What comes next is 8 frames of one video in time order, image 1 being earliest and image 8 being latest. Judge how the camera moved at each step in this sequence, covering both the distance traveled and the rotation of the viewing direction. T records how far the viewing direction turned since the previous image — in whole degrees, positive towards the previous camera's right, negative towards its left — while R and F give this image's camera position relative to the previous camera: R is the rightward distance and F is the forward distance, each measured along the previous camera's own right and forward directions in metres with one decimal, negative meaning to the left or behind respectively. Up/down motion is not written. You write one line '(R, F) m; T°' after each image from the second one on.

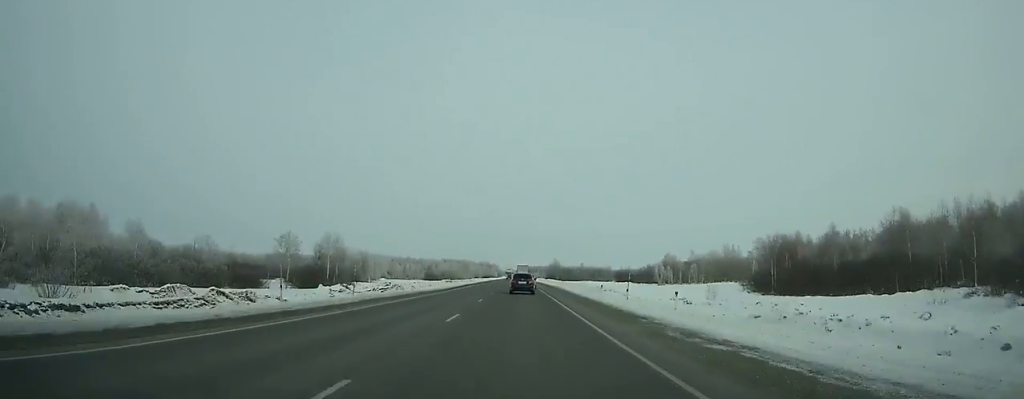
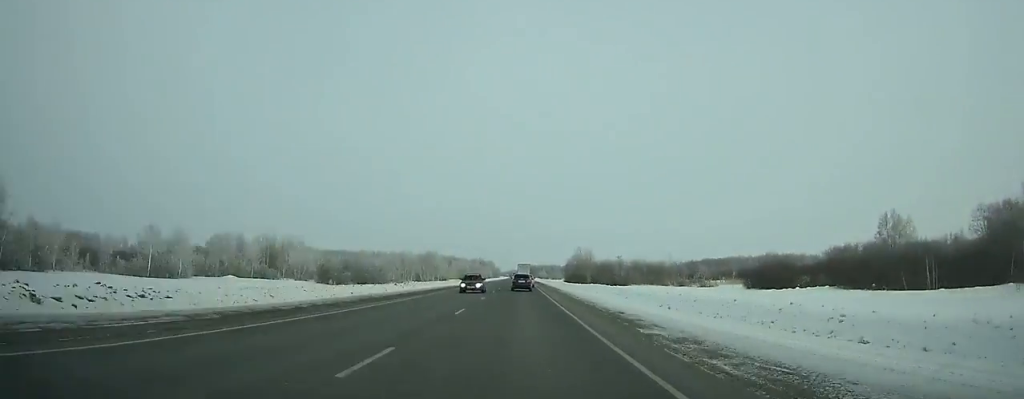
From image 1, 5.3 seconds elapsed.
(-0.2, +141.4) m; 0°
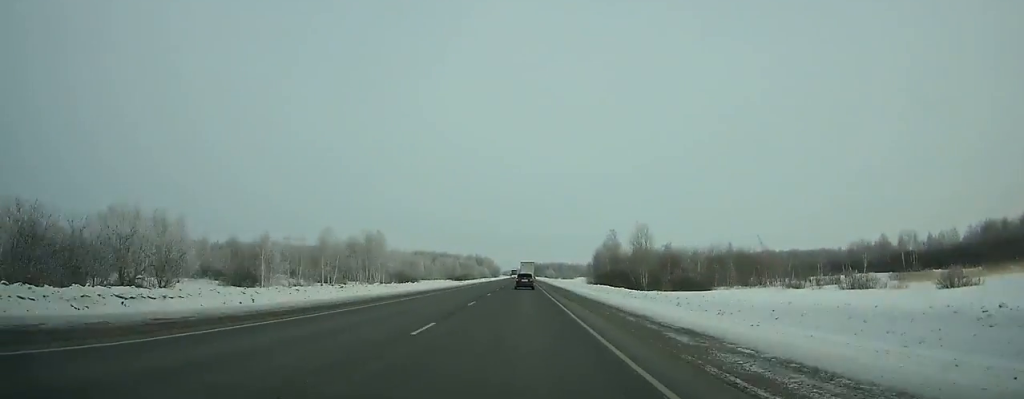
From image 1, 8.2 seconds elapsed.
(+0.1, +78.7) m; 0°
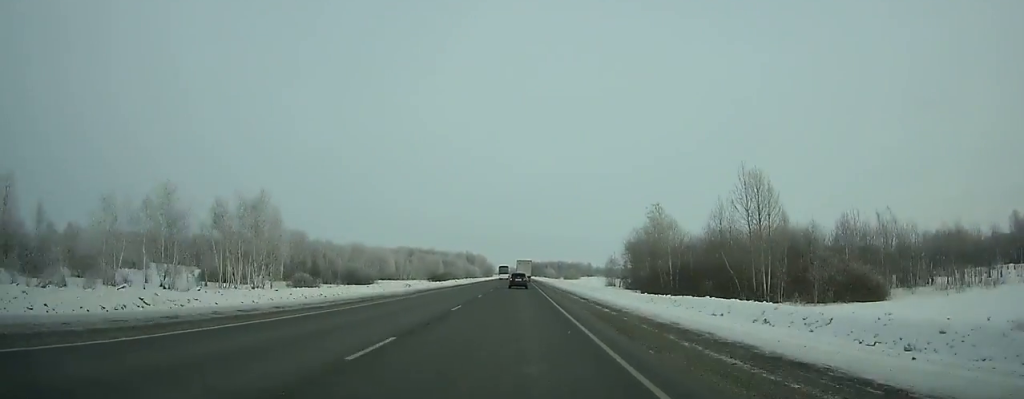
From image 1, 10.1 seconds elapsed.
(0.0, +51.5) m; 0°
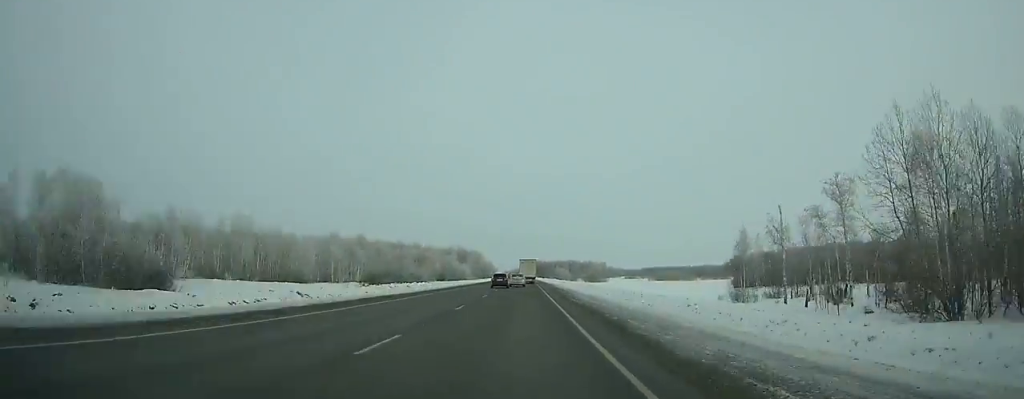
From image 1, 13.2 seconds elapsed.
(-0.4, +83.4) m; 0°
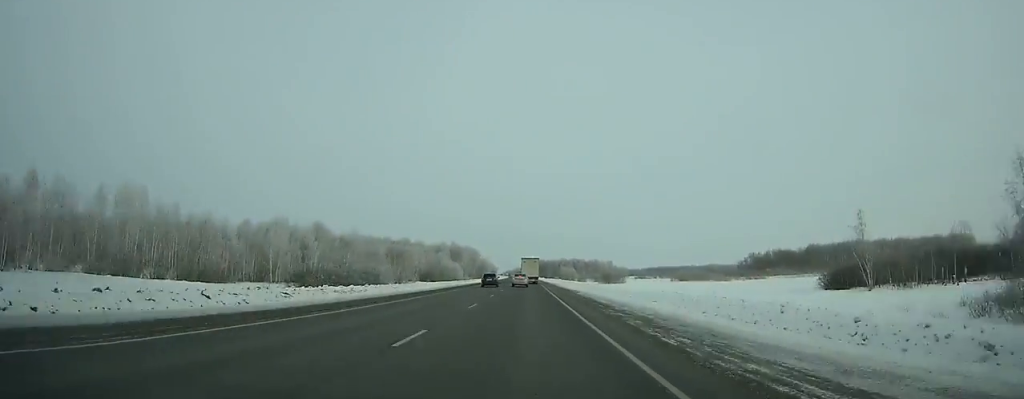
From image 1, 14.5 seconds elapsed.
(-0.1, +34.7) m; 0°
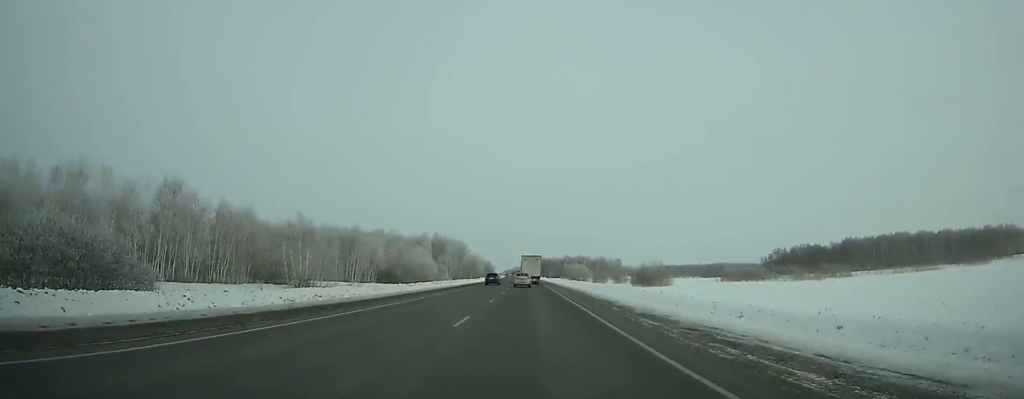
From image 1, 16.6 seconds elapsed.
(0.0, +55.1) m; 0°
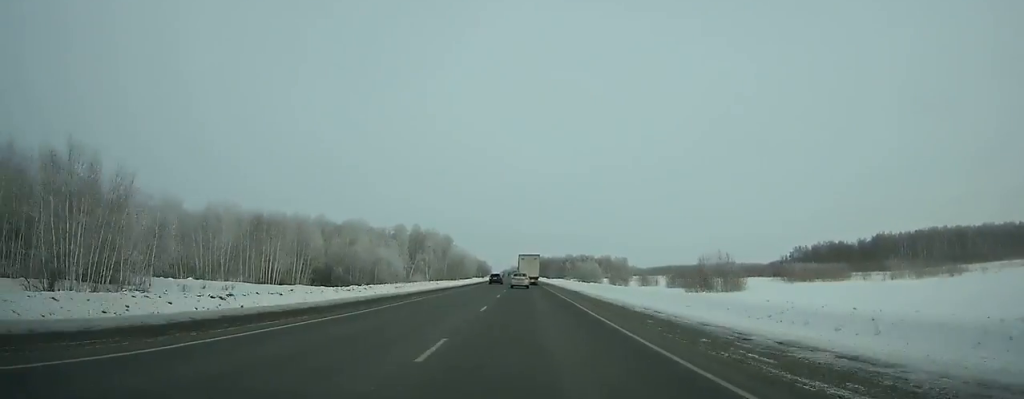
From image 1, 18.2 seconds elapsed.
(0.0, +41.2) m; 0°
